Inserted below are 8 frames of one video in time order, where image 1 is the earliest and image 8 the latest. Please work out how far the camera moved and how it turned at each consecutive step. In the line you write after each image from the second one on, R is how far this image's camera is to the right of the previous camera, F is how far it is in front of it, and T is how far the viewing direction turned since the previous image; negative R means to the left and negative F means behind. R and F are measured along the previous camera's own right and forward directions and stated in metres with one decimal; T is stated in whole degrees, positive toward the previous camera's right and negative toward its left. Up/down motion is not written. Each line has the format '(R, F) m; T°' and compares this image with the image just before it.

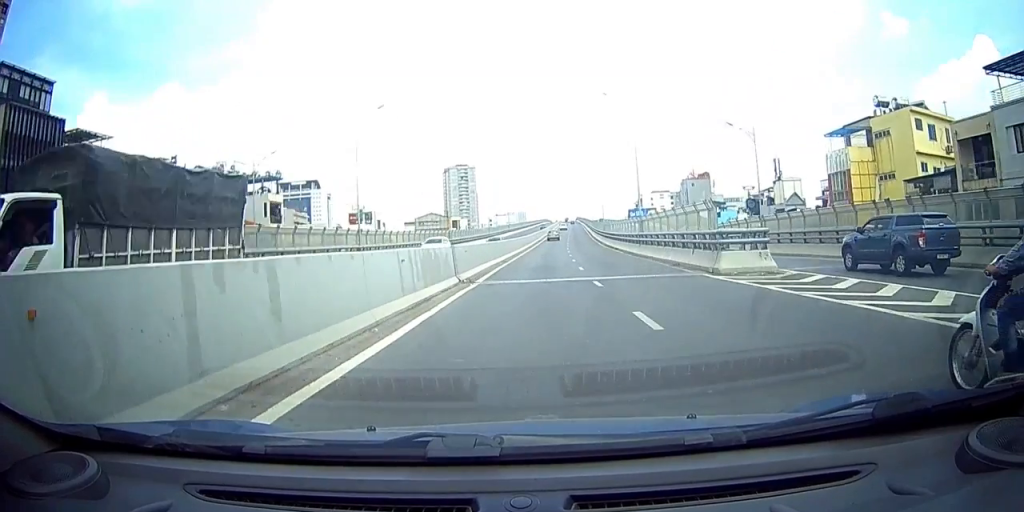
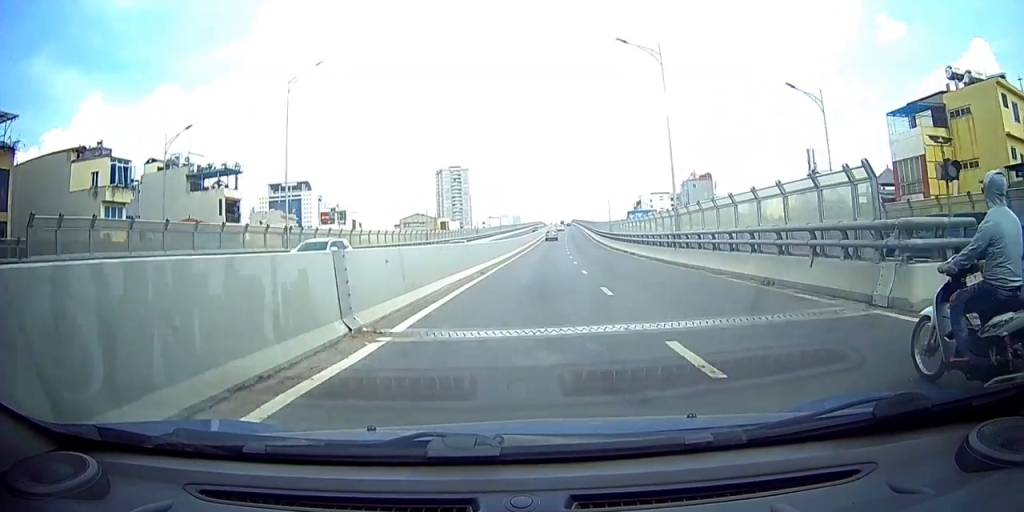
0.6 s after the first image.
(+0.2, +11.2) m; -1°
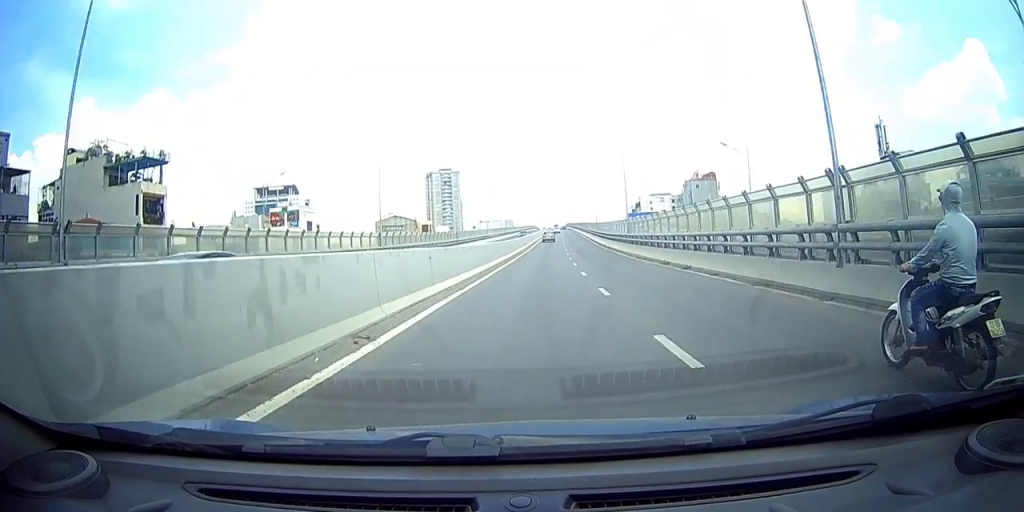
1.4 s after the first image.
(-0.1, +15.7) m; 0°
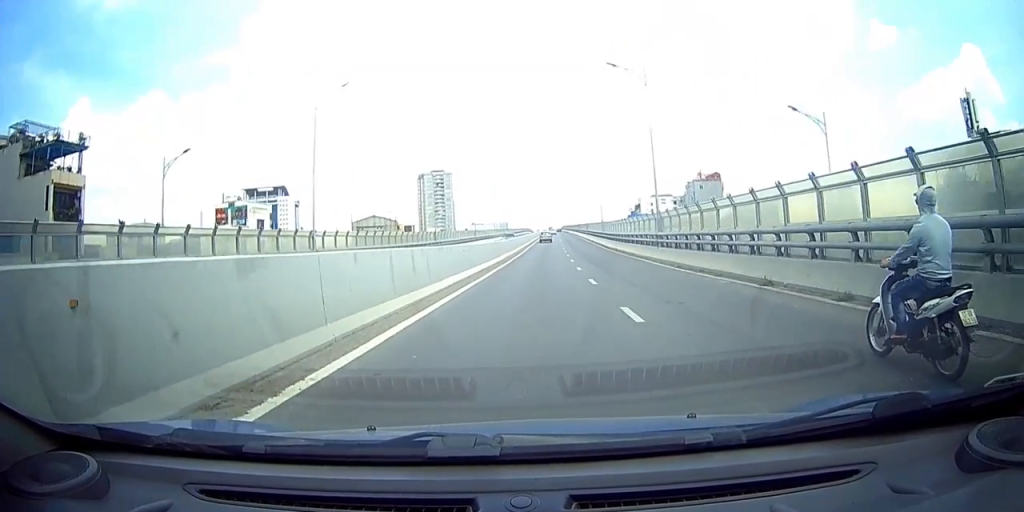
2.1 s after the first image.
(-0.3, +12.6) m; 0°
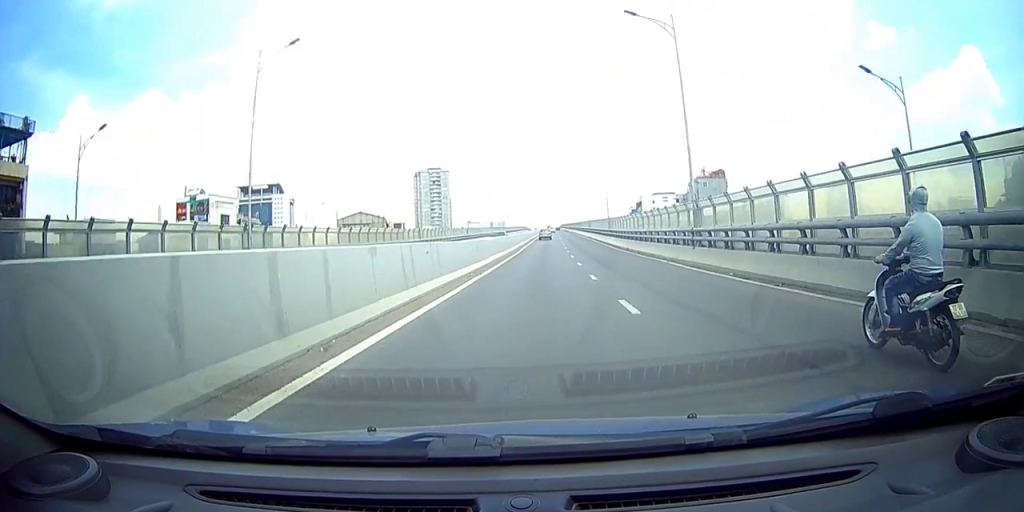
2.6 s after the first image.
(+0.2, +7.9) m; +2°
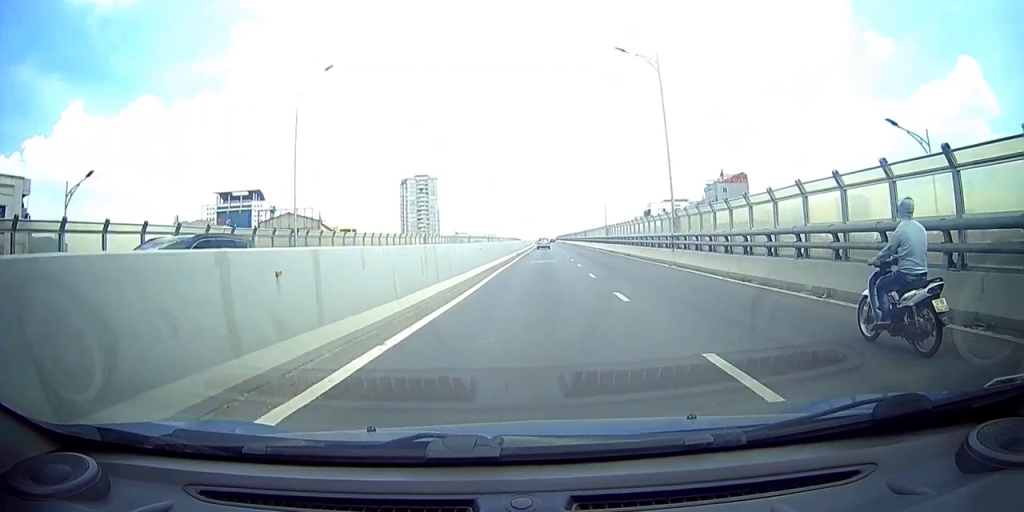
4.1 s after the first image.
(+1.1, +27.6) m; +3°
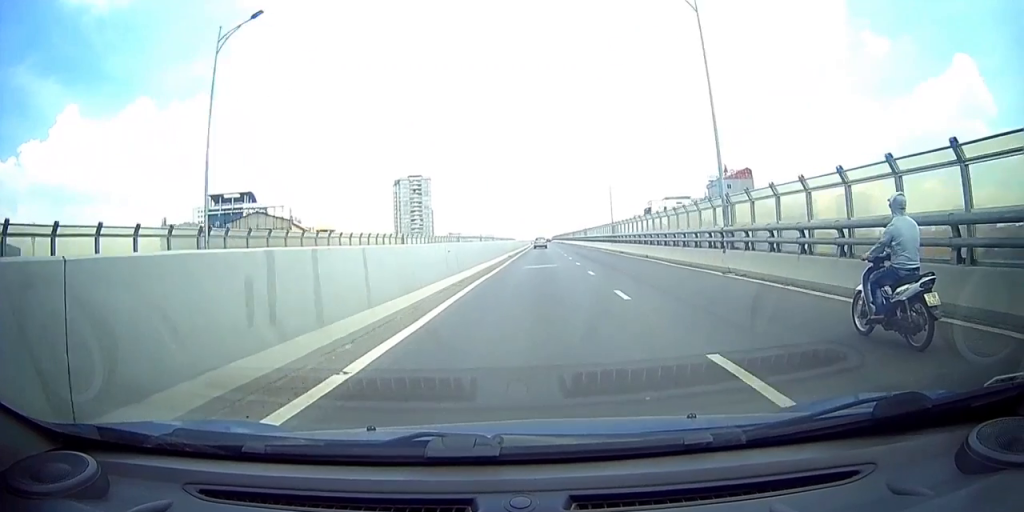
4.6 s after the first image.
(0.0, +7.6) m; 0°
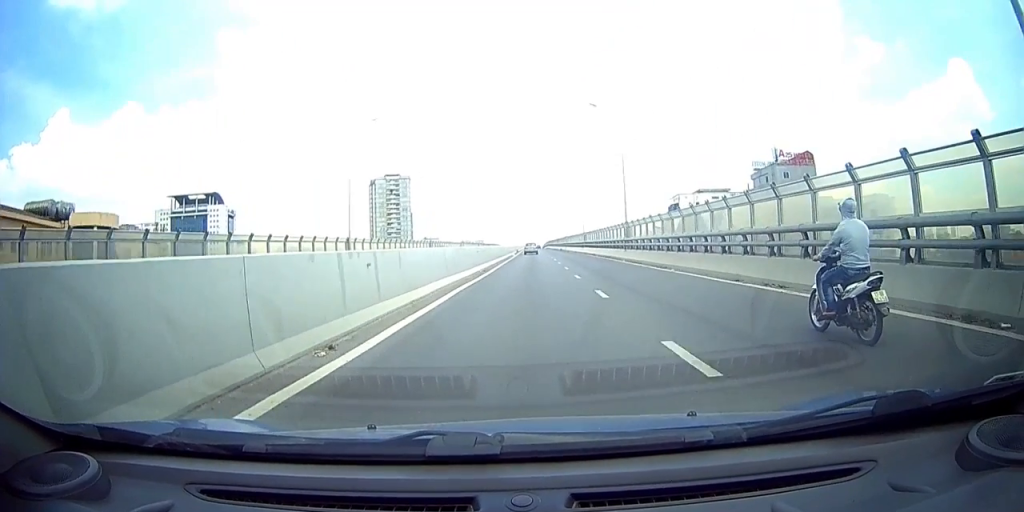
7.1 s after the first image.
(+0.8, +43.4) m; +3°
